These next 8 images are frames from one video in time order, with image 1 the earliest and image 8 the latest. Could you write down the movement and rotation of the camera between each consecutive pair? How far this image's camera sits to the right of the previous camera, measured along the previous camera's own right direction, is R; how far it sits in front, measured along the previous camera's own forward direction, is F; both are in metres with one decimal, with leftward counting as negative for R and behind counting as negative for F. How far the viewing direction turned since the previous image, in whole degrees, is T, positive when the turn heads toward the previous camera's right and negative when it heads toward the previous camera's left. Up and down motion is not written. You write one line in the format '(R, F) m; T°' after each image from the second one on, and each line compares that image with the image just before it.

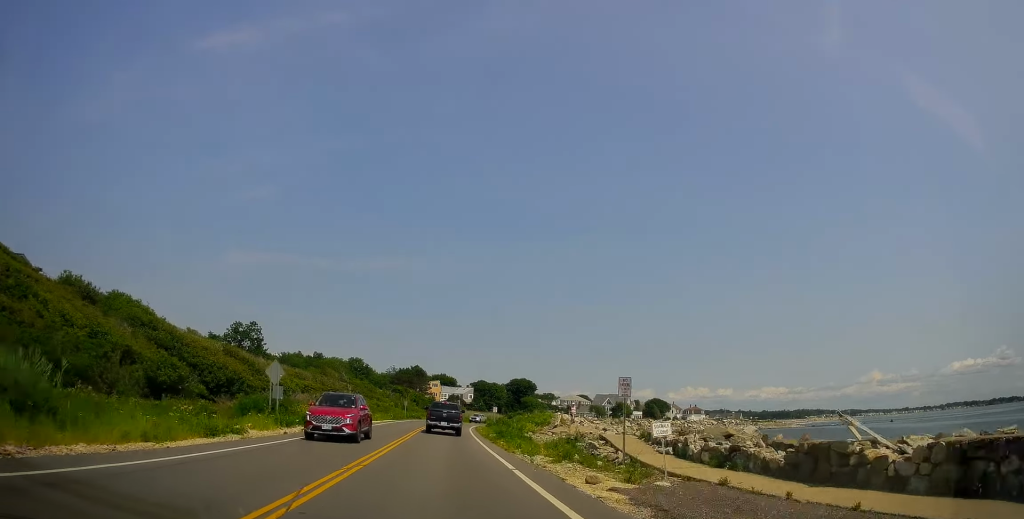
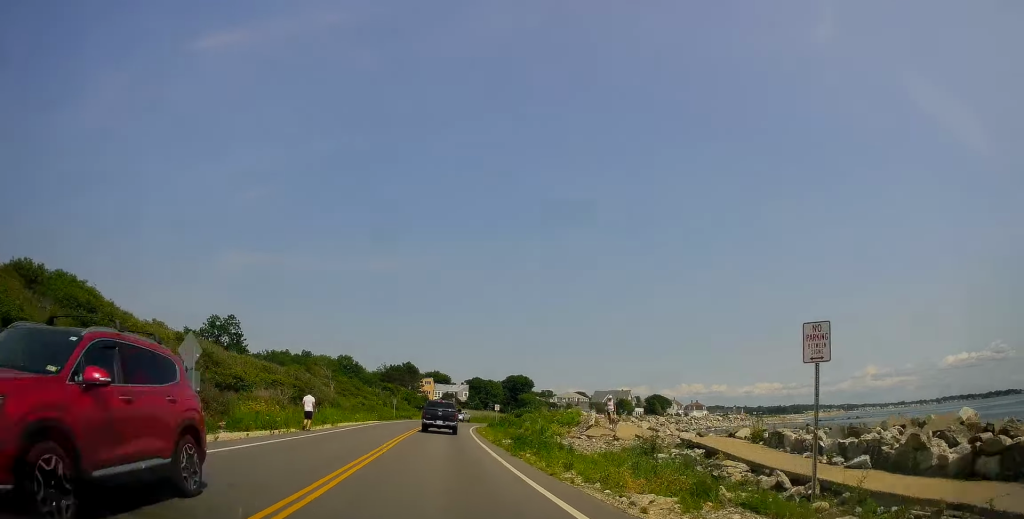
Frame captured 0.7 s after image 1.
(-0.2, +10.1) m; +1°
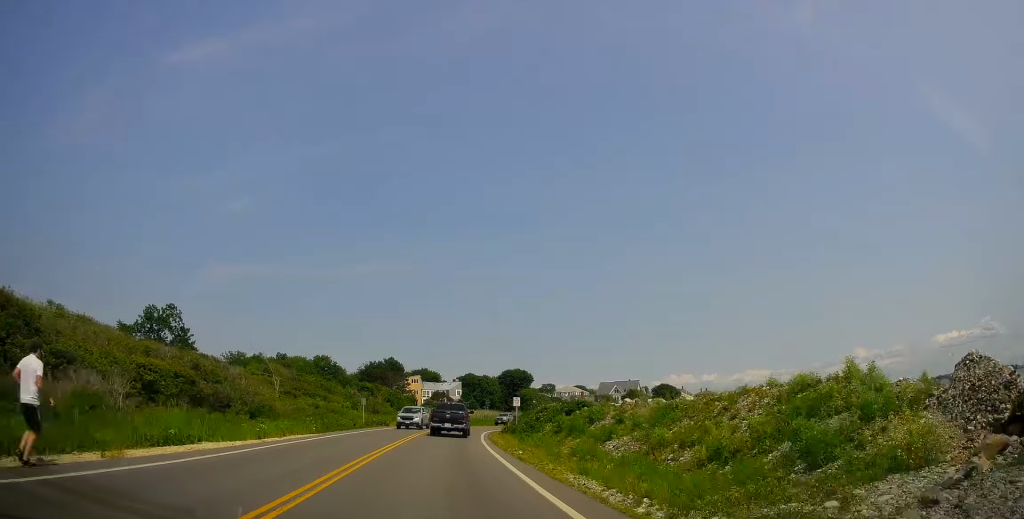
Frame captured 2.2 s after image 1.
(+0.6, +23.5) m; +2°
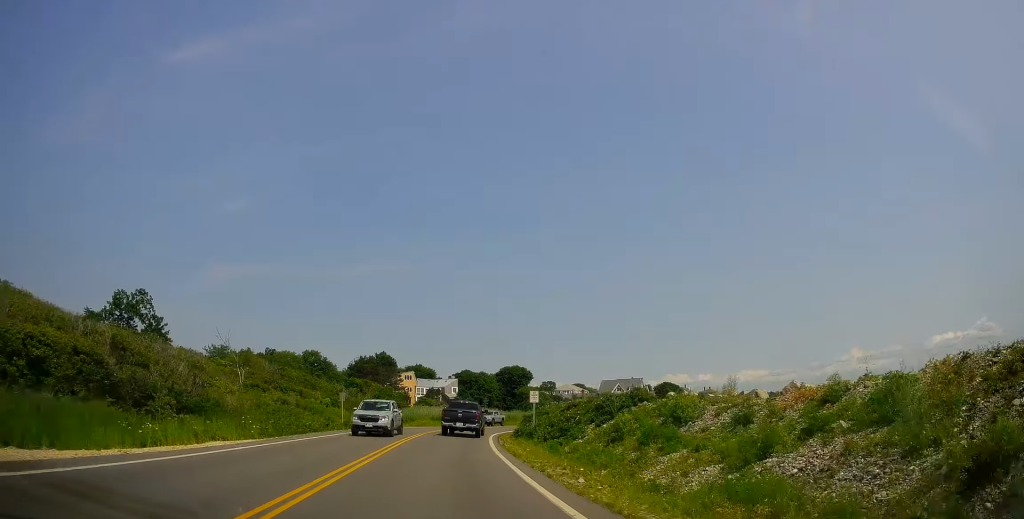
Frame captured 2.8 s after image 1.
(-0.2, +9.4) m; 0°
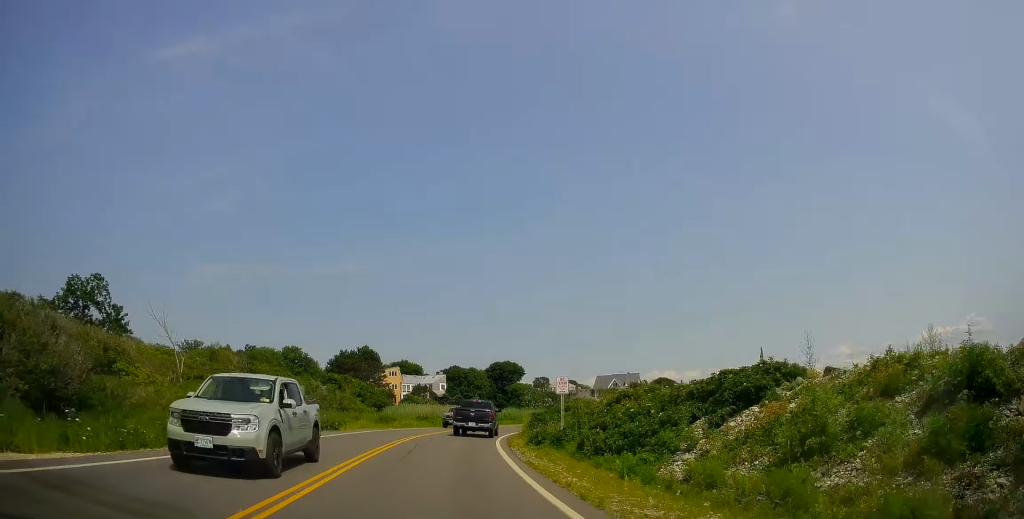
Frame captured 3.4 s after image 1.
(0.0, +10.0) m; +1°
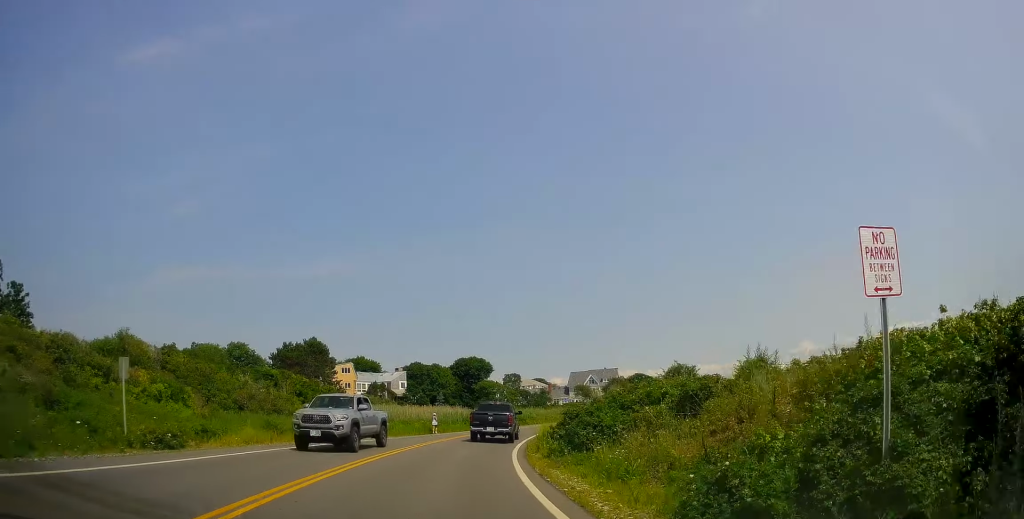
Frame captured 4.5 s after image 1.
(+0.6, +17.5) m; +5°
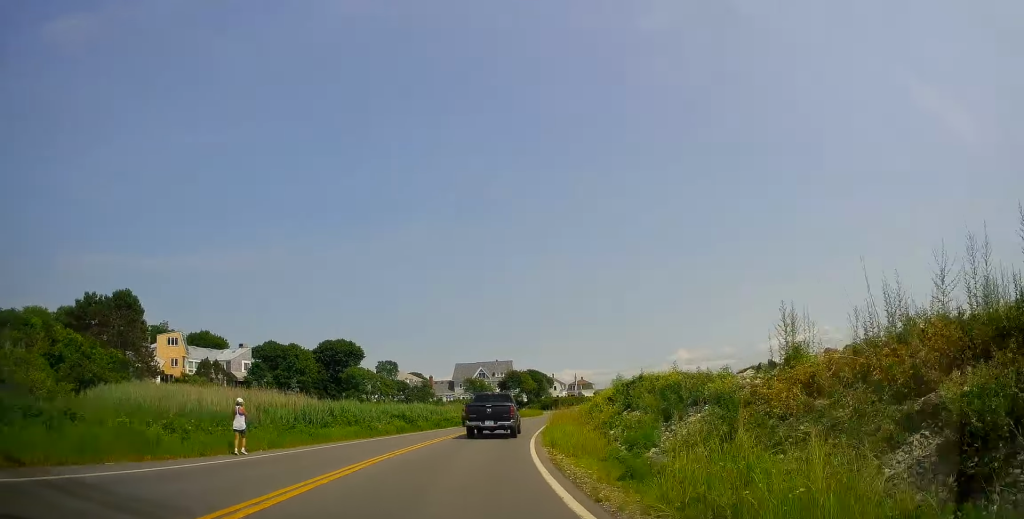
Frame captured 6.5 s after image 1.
(+2.9, +30.4) m; +11°
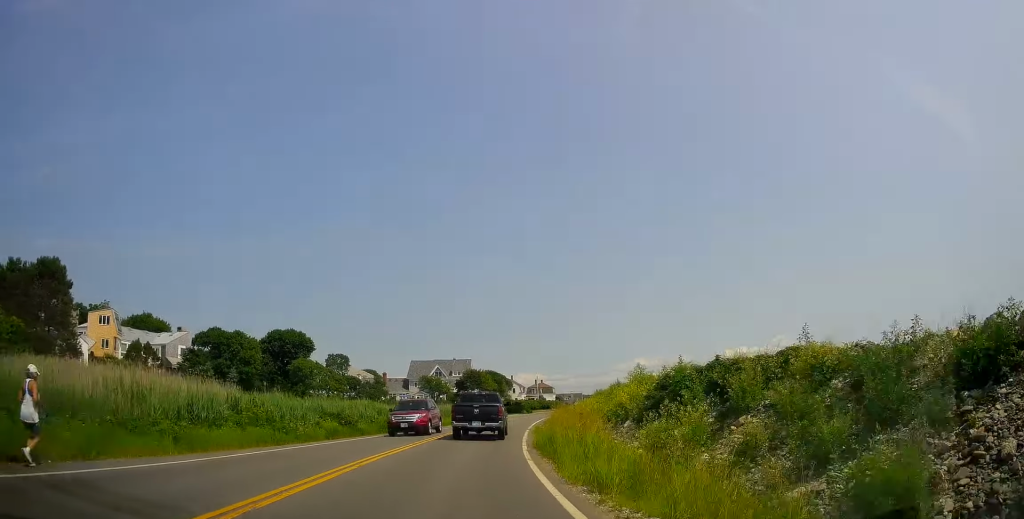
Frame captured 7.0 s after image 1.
(-0.4, +9.0) m; +4°
